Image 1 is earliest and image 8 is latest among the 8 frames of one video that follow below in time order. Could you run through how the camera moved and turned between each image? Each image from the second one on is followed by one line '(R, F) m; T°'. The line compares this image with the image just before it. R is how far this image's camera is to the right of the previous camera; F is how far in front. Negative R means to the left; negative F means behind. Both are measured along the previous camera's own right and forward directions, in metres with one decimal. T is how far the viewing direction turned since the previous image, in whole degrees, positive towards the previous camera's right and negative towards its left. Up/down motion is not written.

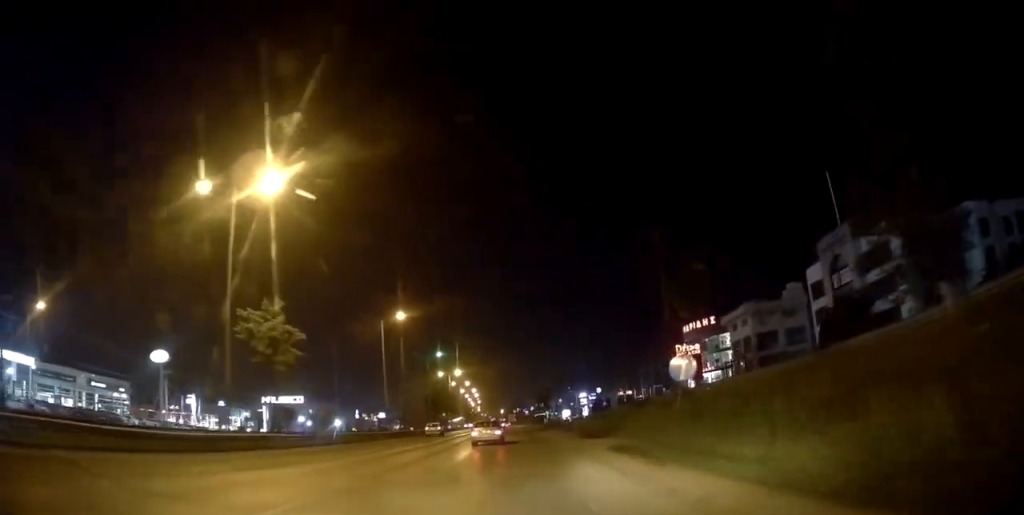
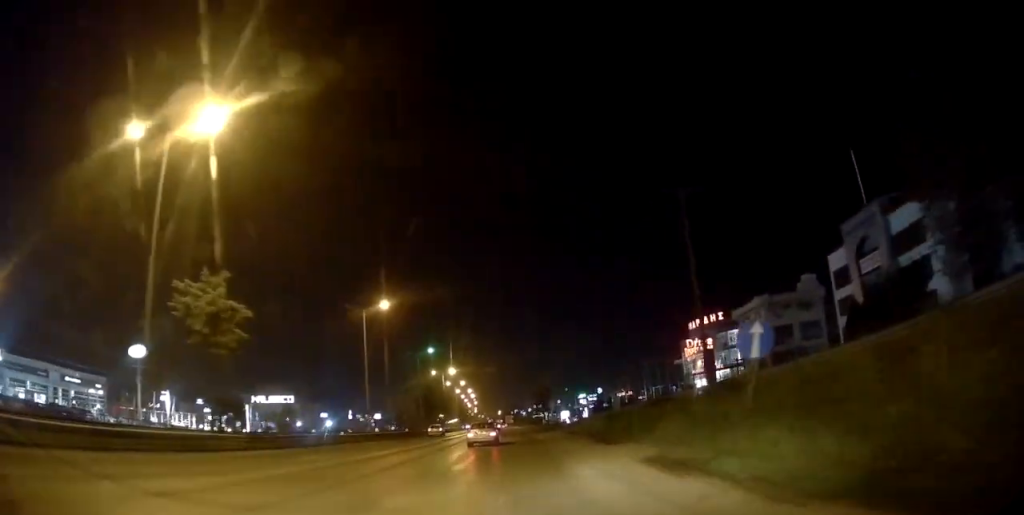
(-0.1, +6.9) m; +1°
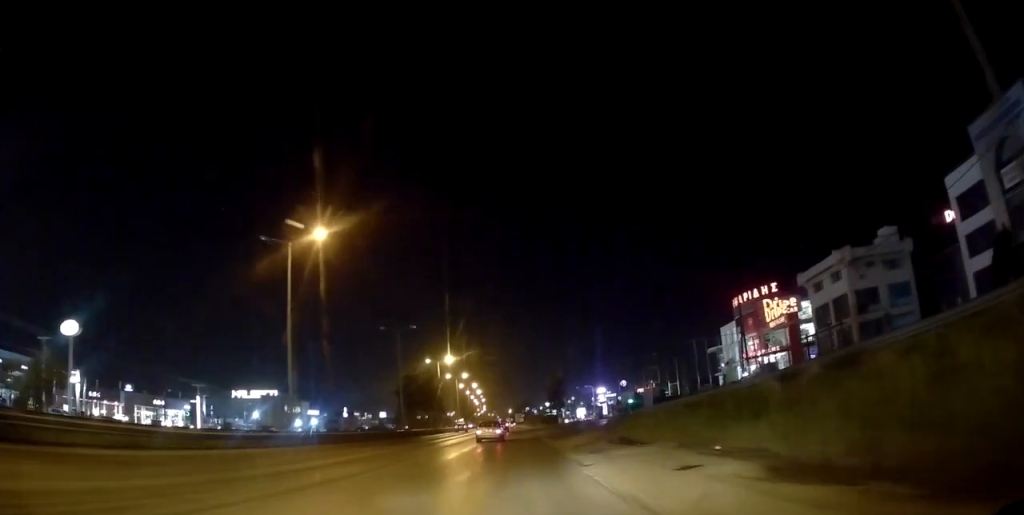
(0.0, +21.5) m; -2°
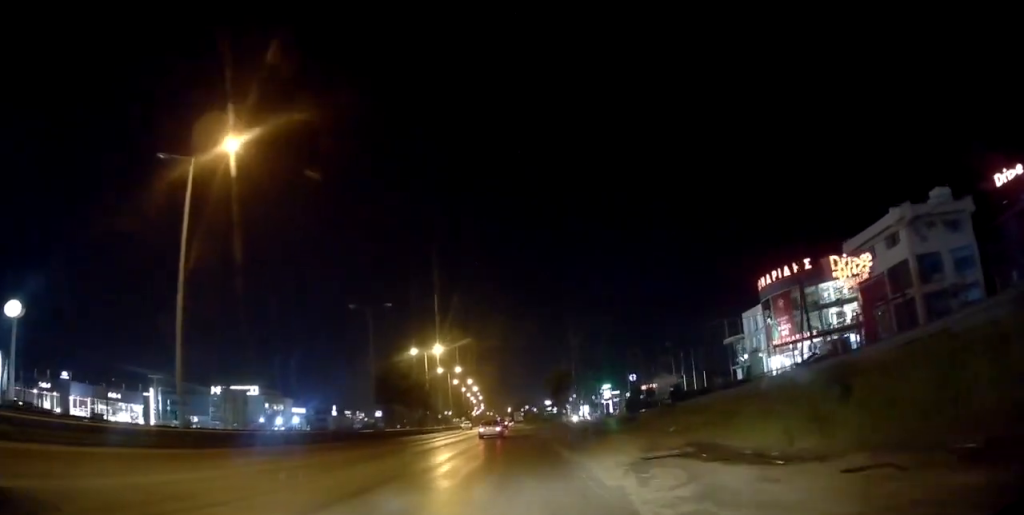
(-0.4, +12.6) m; 0°
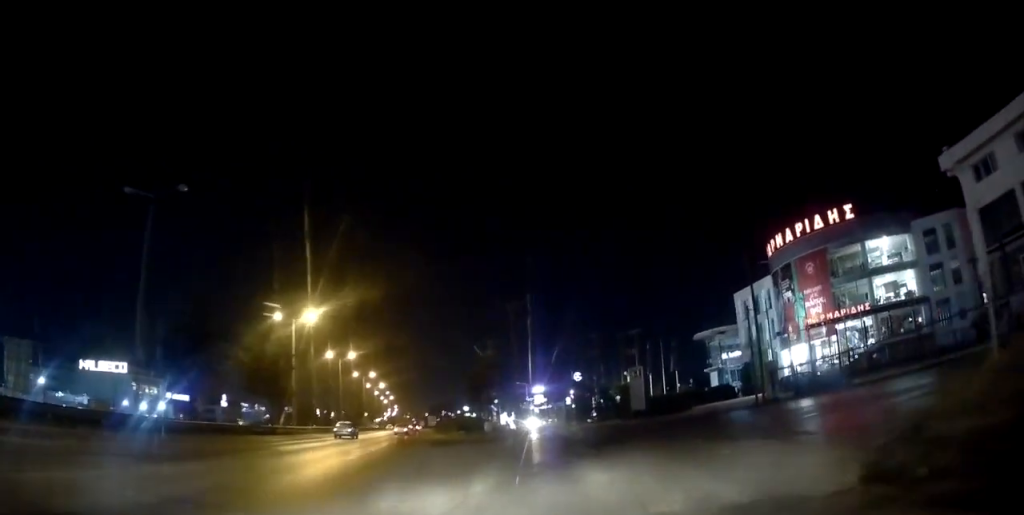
(+1.3, +28.4) m; +7°
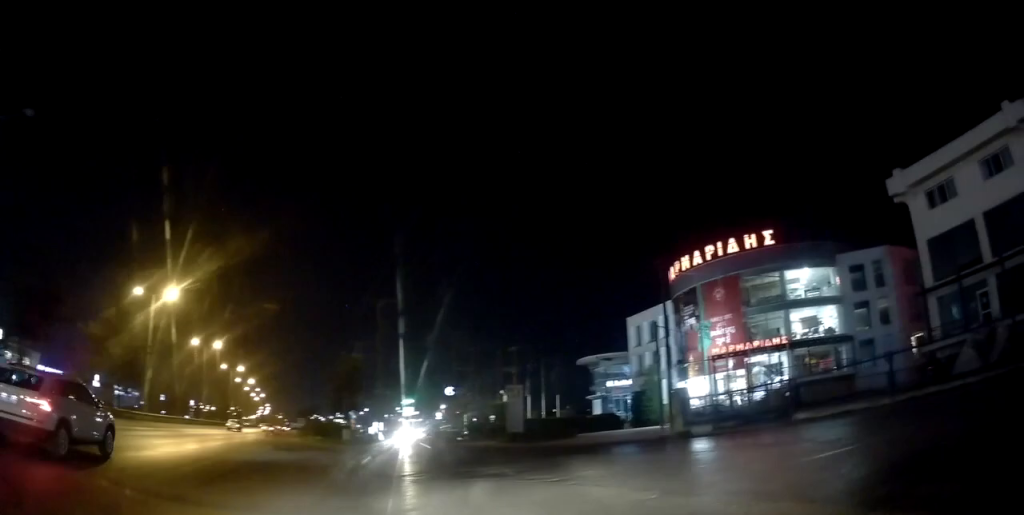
(+0.5, +5.8) m; +20°
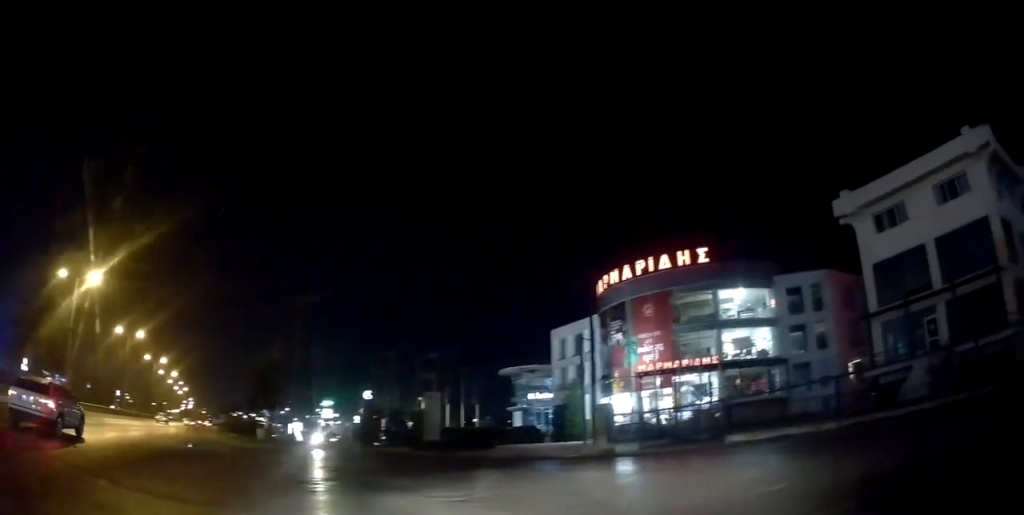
(+0.3, +1.3) m; +18°
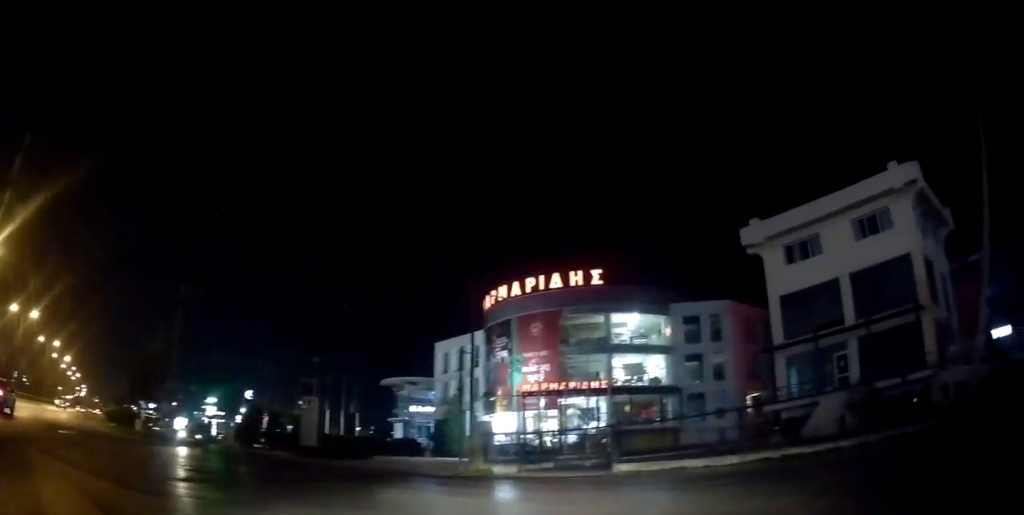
(+0.2, +1.5) m; +29°
